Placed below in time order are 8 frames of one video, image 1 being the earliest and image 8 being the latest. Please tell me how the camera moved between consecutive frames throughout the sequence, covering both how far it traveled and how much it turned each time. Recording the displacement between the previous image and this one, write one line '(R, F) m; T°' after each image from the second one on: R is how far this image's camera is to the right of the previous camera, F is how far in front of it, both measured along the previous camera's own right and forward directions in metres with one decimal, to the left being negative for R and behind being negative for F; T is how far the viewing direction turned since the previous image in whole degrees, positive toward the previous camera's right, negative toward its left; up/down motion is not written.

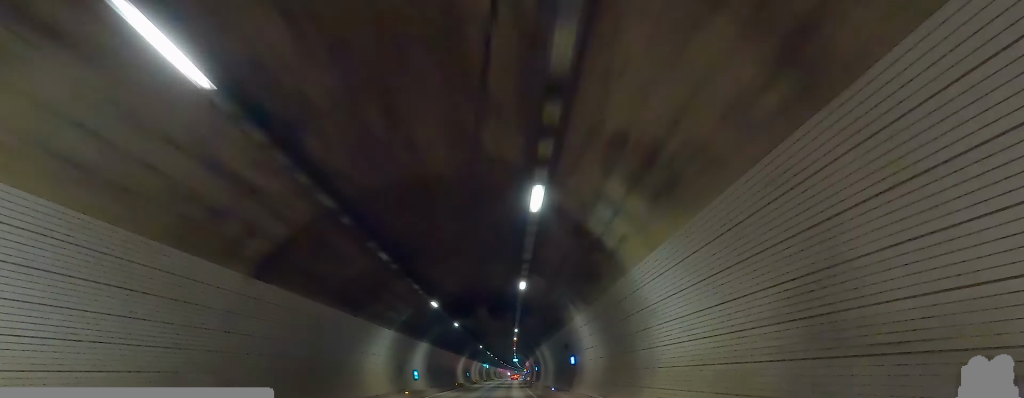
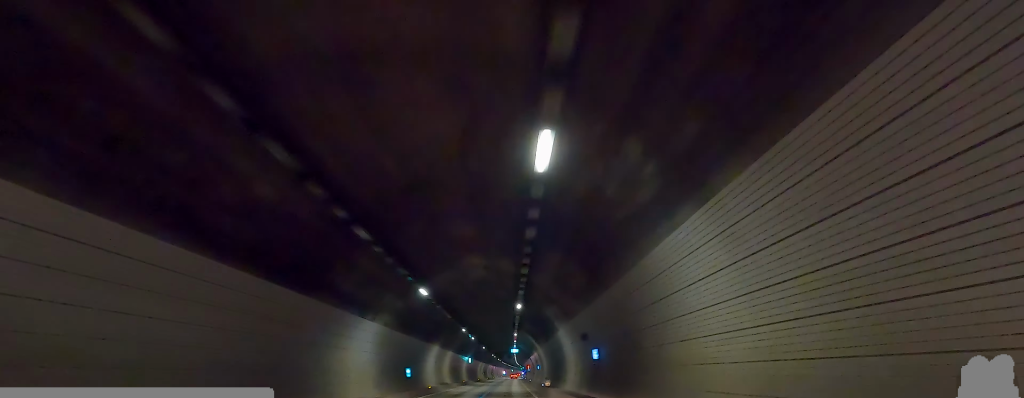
(+1.3, +43.2) m; +1°
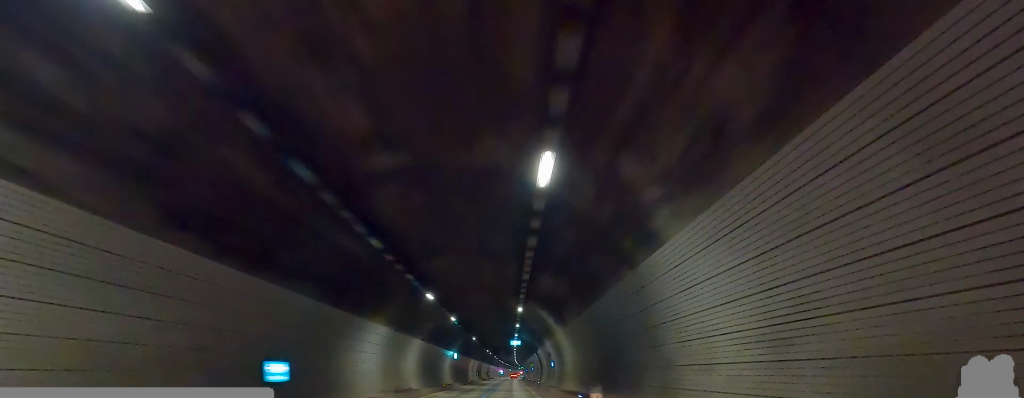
(-0.5, +17.9) m; -1°
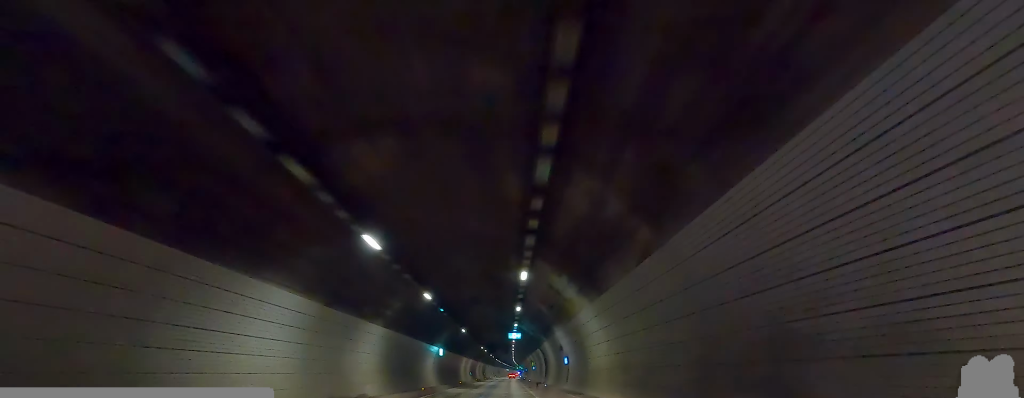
(-0.4, +9.6) m; 0°
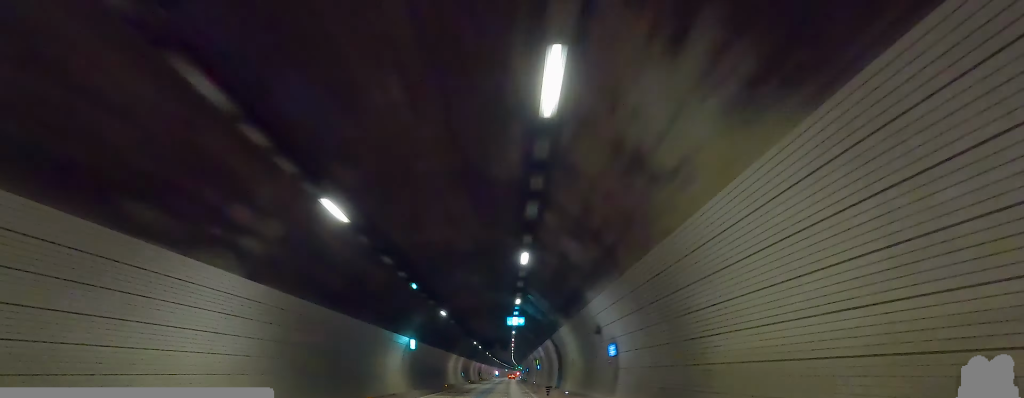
(+0.5, +12.1) m; 0°
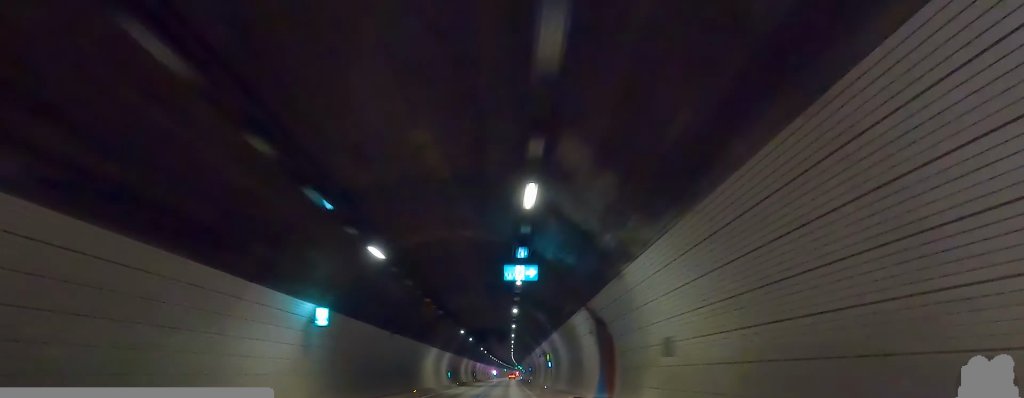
(-0.1, +14.7) m; 0°
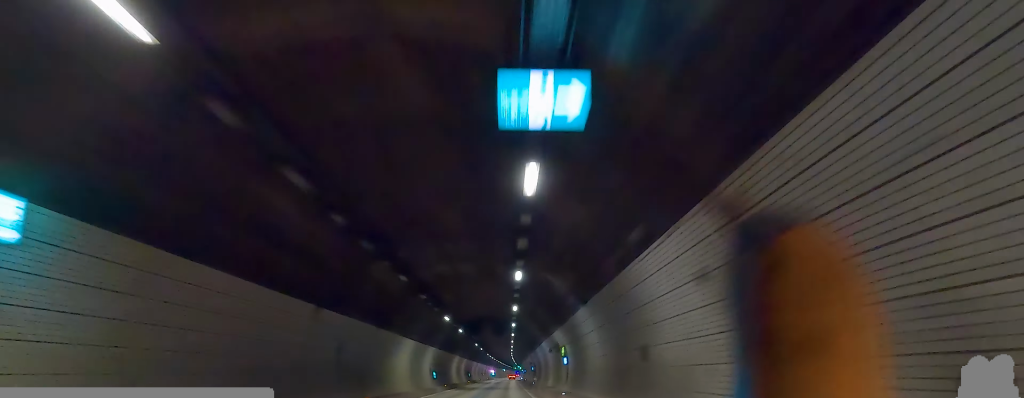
(-0.5, +10.3) m; 0°
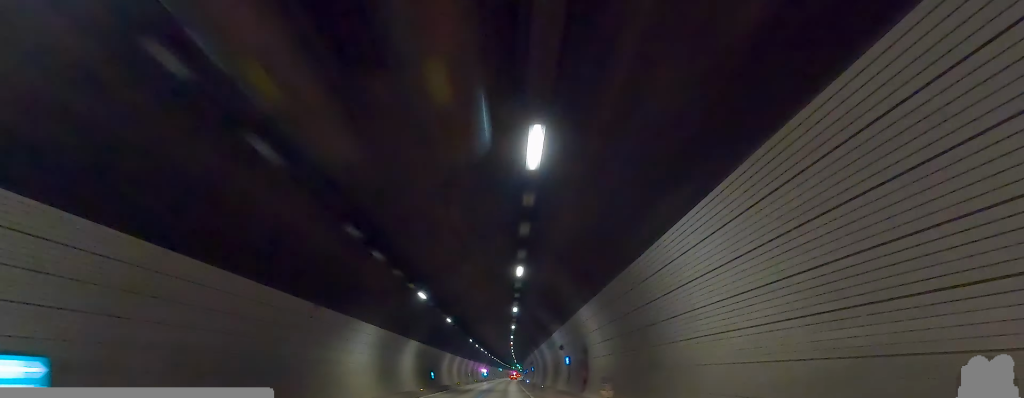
(+1.4, +38.6) m; -1°
